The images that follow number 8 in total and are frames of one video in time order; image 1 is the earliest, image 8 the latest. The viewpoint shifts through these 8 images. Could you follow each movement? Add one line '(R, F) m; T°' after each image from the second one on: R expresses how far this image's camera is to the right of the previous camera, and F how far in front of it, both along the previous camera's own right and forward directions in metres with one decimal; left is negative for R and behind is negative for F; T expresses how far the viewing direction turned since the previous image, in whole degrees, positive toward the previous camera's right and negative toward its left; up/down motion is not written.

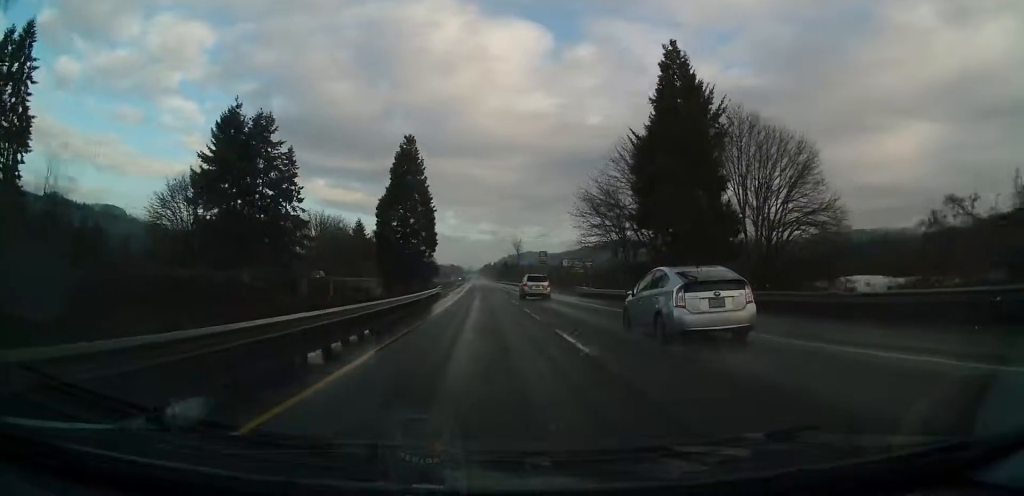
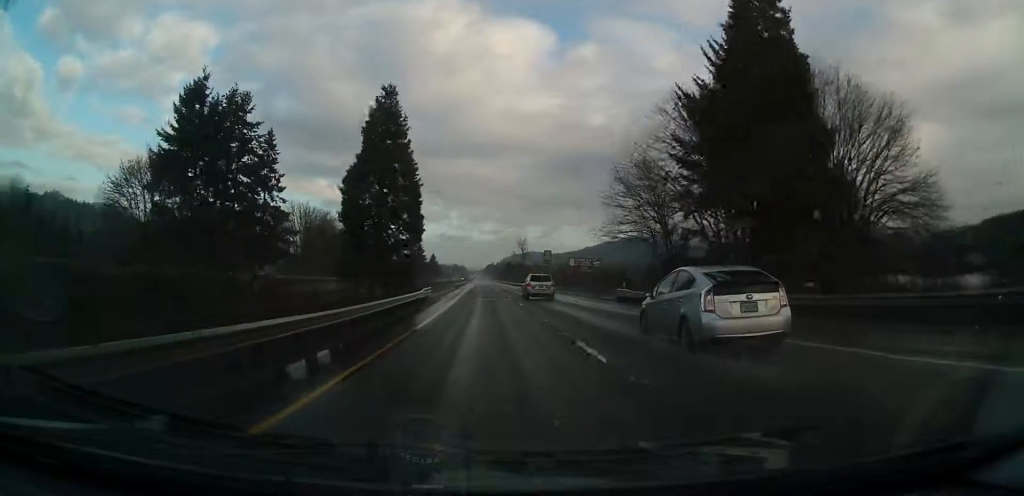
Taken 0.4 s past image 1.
(-0.1, +13.1) m; -1°
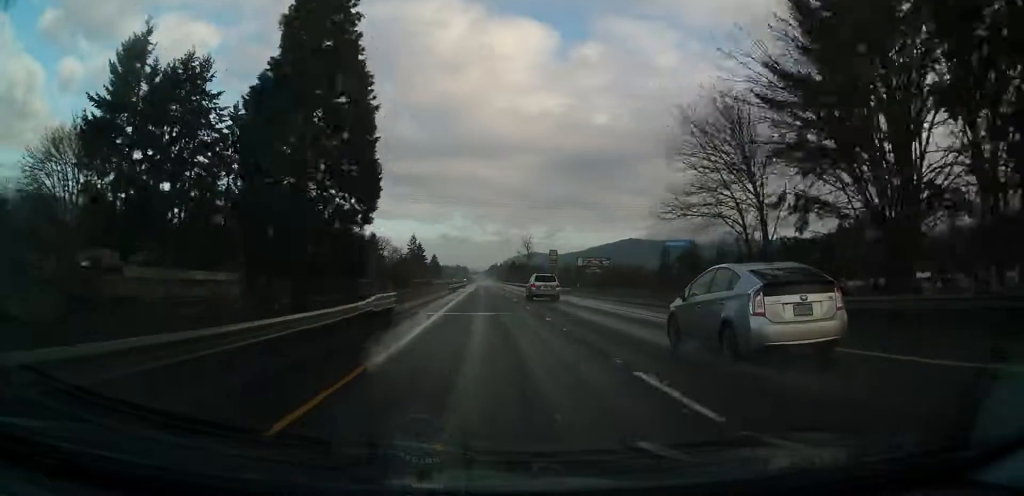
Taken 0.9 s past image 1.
(-0.2, +16.4) m; -1°
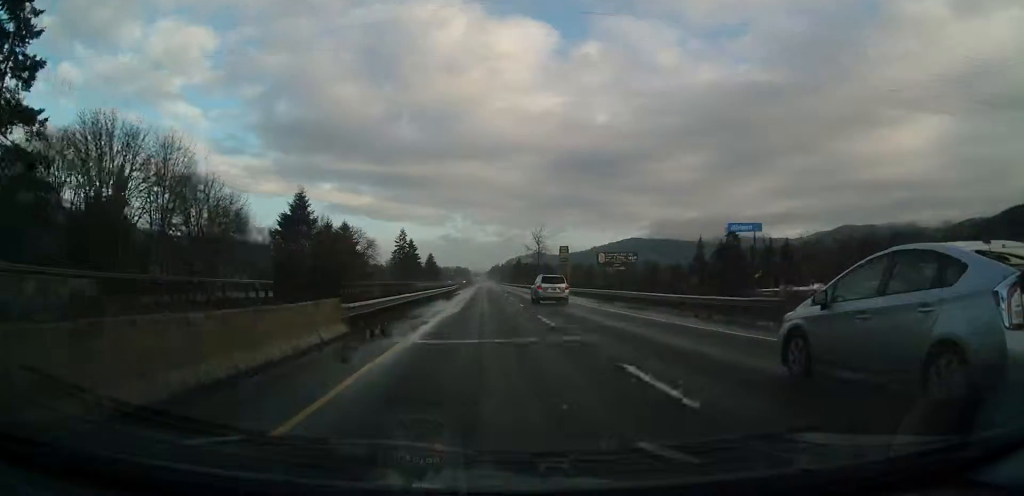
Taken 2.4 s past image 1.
(-0.7, +48.1) m; -1°
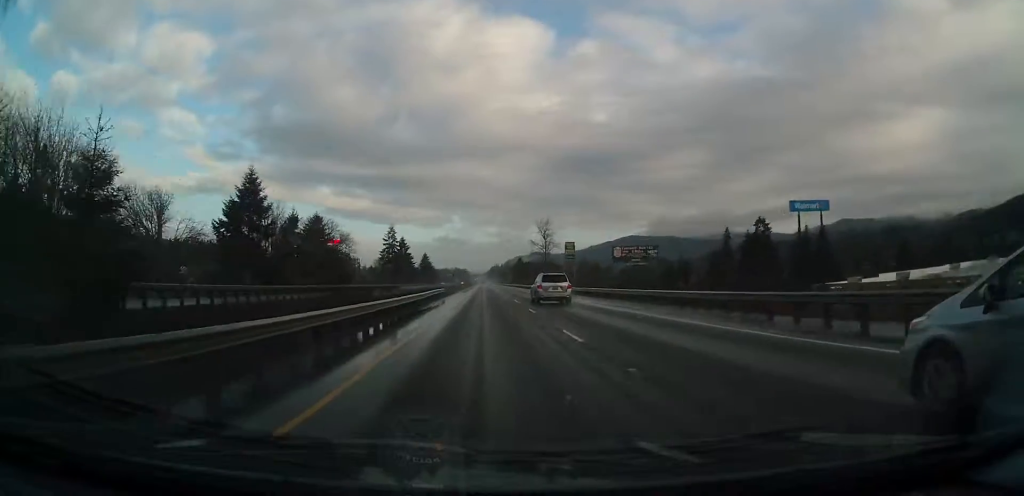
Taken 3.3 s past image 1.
(0.0, +29.3) m; 0°
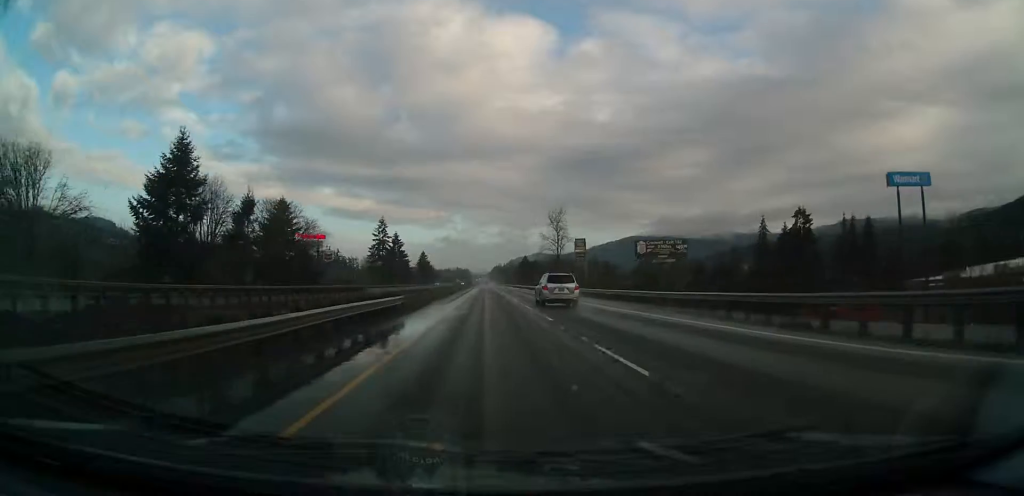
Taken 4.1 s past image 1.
(+0.1, +28.0) m; 0°
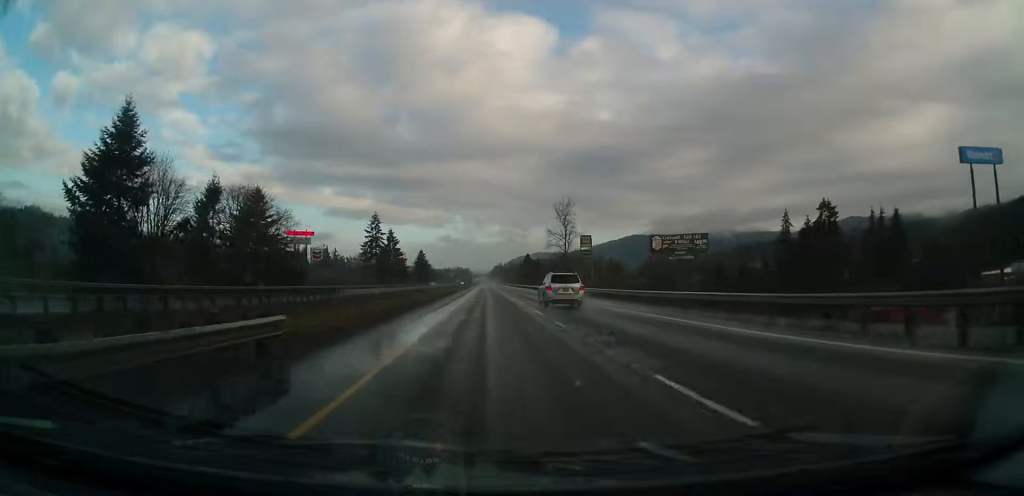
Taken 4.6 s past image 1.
(-0.1, +15.2) m; 0°
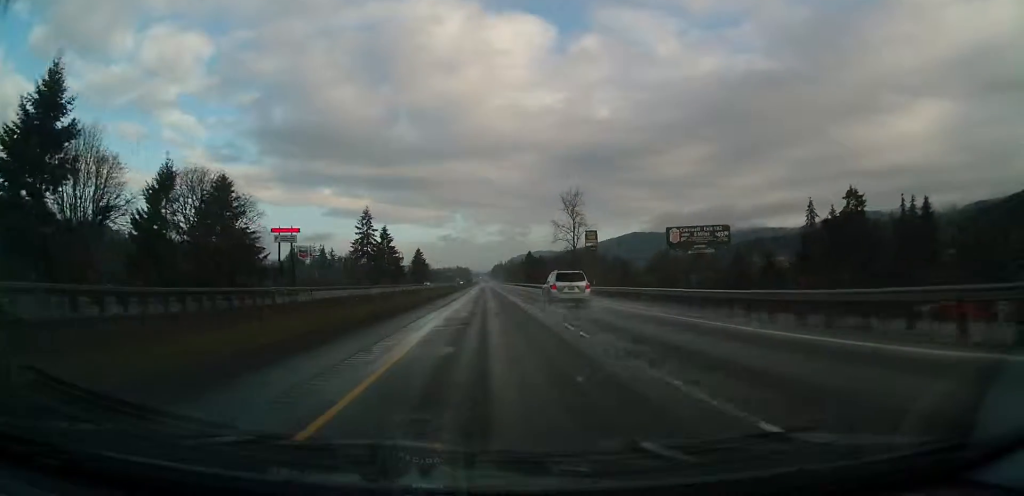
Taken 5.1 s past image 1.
(0.0, +15.2) m; 0°
